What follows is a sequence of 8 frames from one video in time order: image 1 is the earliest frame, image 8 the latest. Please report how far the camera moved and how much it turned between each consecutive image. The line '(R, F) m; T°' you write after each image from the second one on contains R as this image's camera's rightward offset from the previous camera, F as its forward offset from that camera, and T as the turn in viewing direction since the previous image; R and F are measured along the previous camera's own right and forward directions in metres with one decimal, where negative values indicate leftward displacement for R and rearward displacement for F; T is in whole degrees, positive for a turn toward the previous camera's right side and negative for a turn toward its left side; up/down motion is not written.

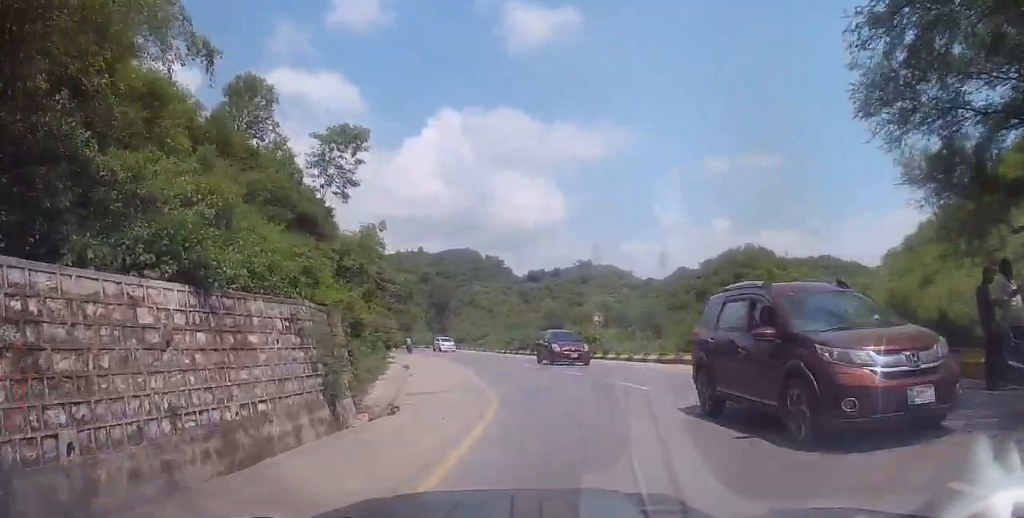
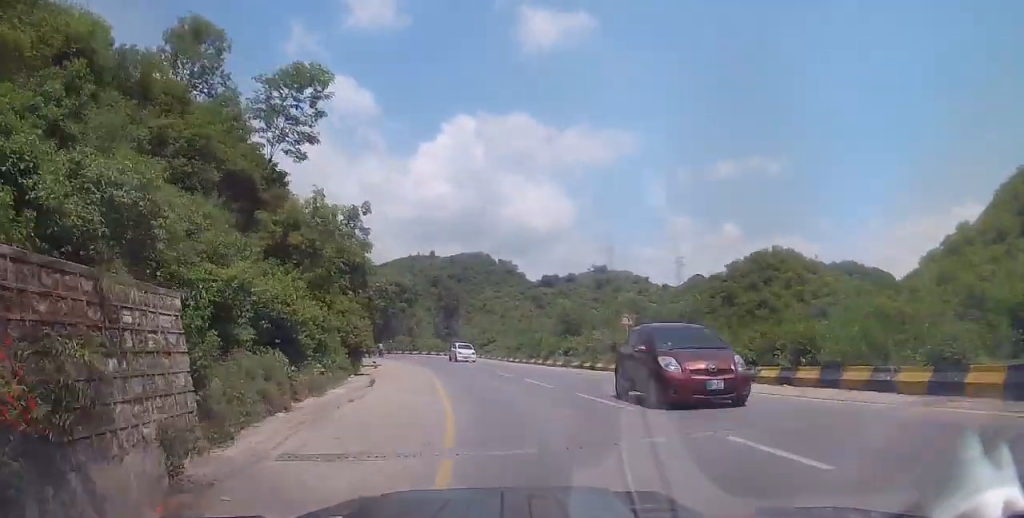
(+0.1, +7.8) m; -2°
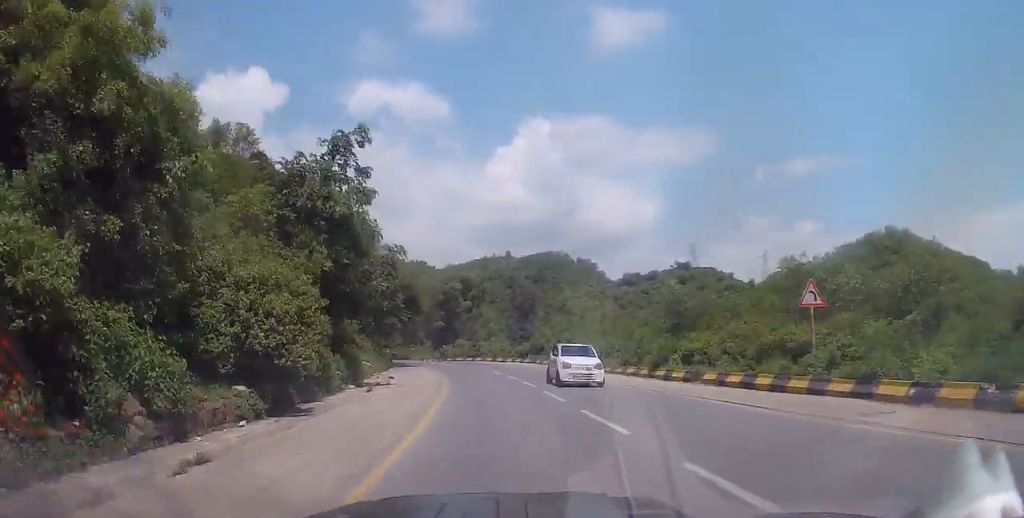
(-0.8, +14.4) m; -7°
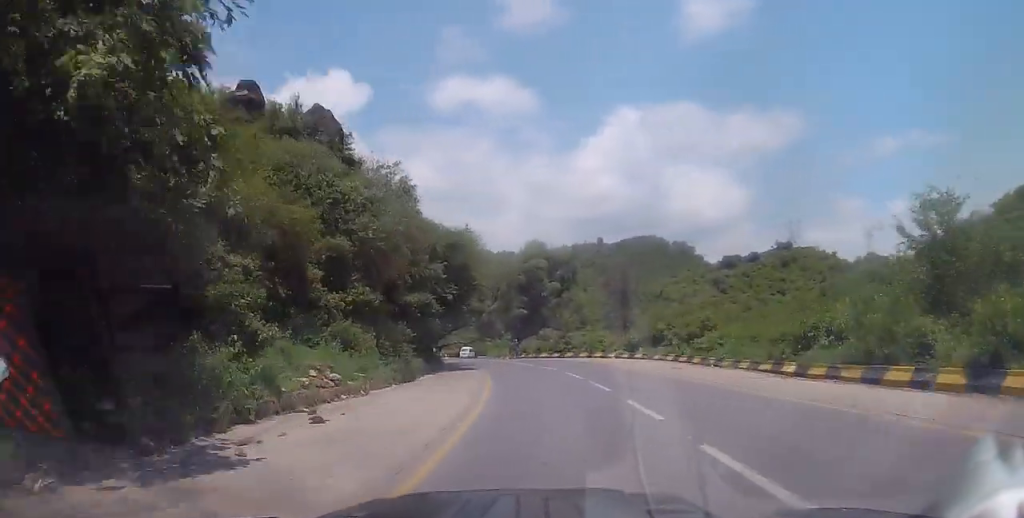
(-1.2, +17.5) m; -8°
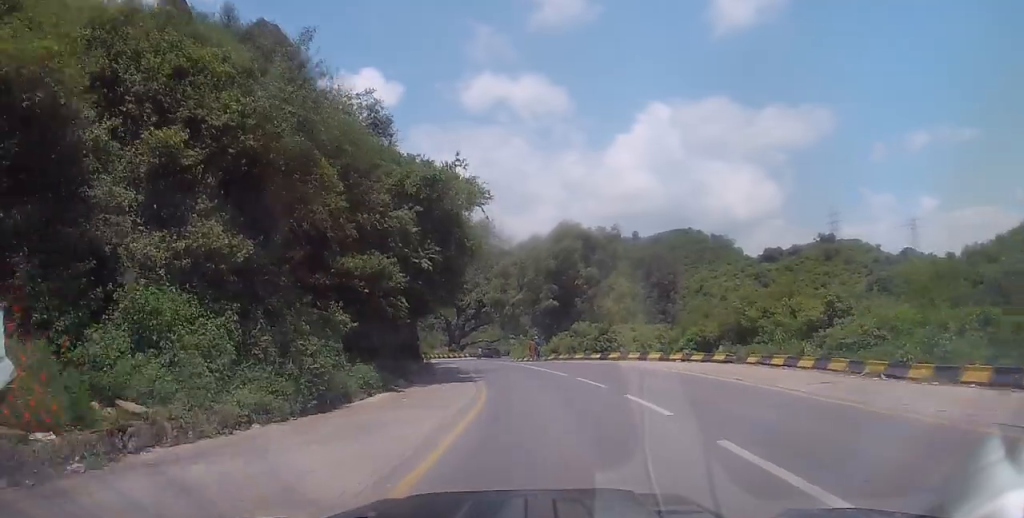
(-0.6, +12.1) m; -3°
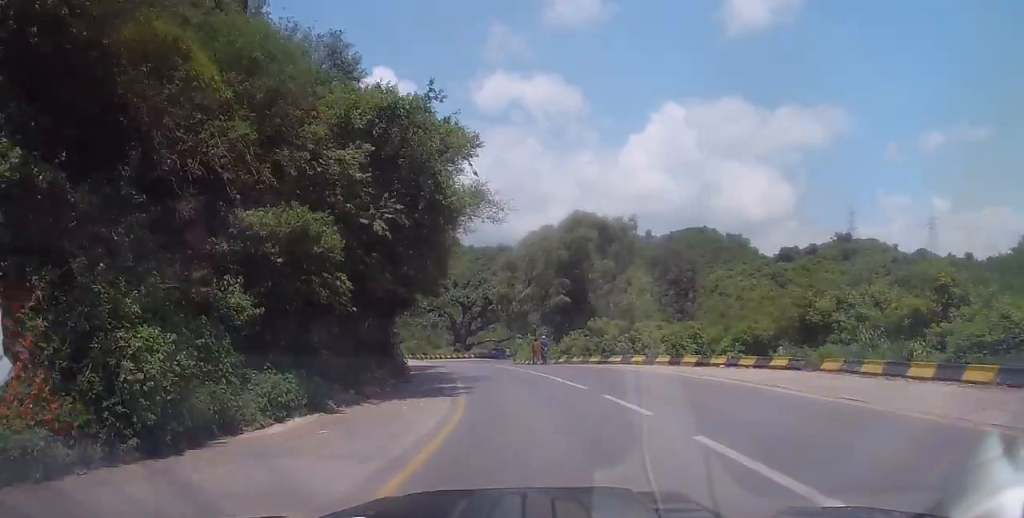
(+0.1, +6.0) m; 0°
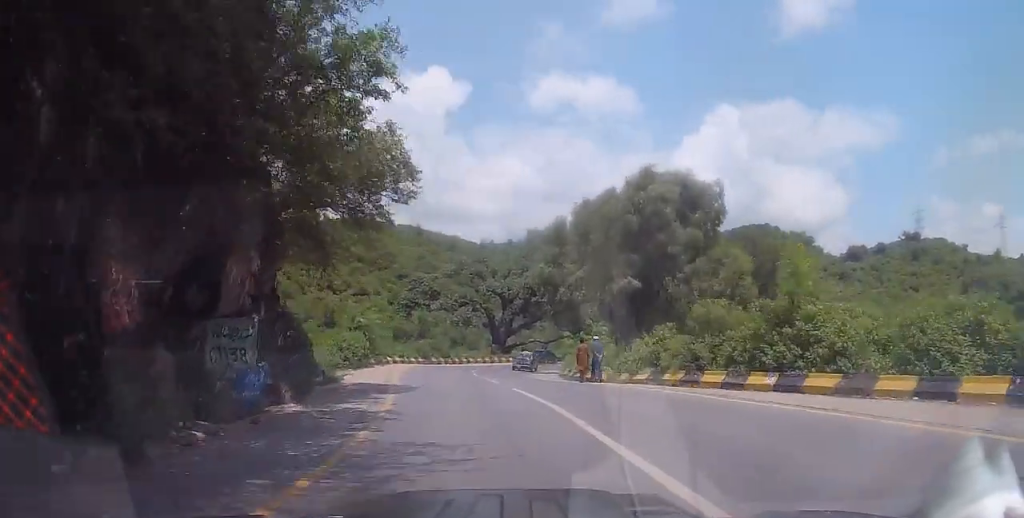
(0.0, +16.0) m; -7°
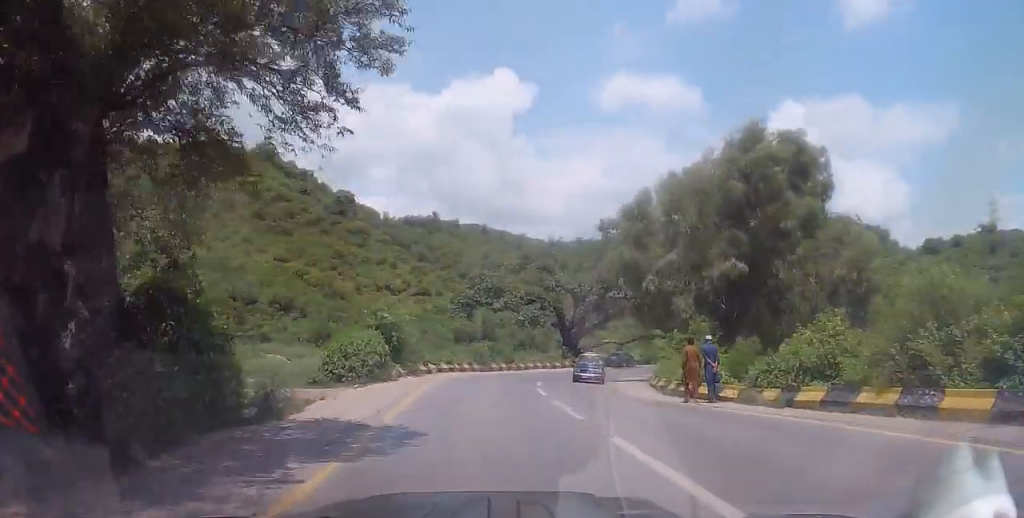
(-0.8, +7.8) m; -5°
